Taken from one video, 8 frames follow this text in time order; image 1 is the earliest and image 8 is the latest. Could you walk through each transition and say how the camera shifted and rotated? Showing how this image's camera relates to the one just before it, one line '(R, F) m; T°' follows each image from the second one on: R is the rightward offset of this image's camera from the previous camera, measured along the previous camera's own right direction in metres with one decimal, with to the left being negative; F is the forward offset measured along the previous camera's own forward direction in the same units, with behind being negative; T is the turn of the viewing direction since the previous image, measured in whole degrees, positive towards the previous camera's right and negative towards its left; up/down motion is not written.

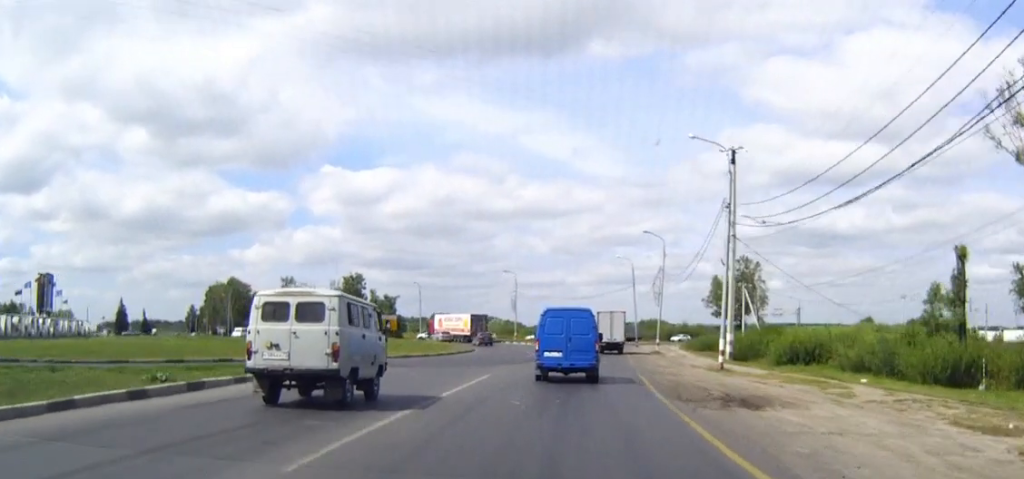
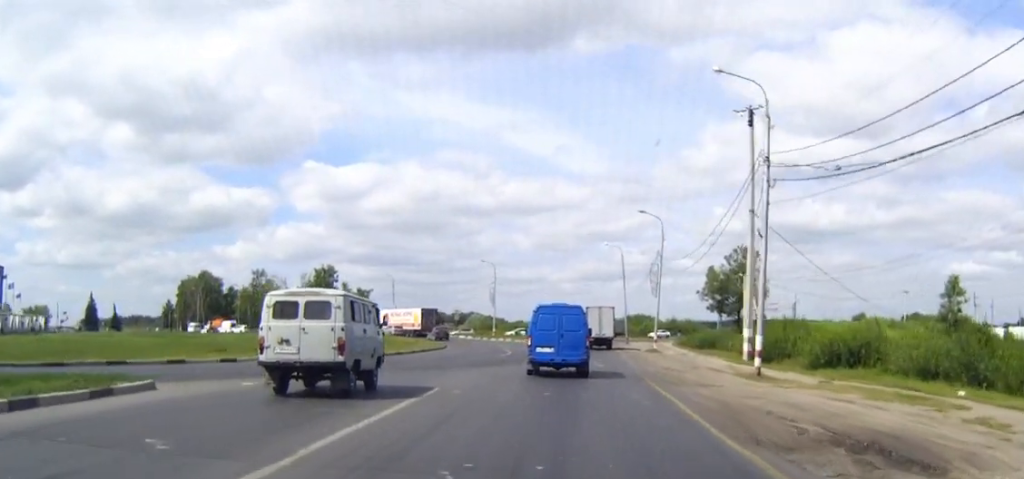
(+0.1, +9.7) m; +1°
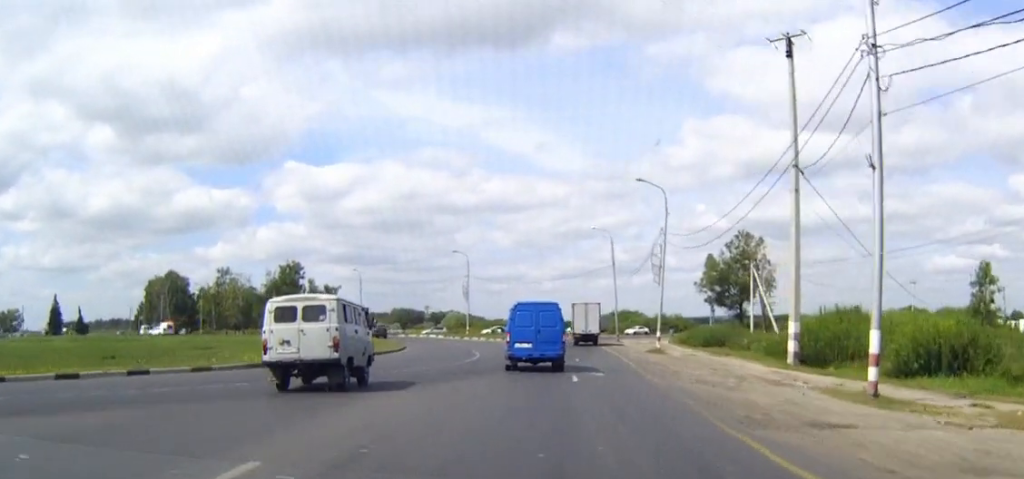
(+0.2, +12.0) m; +1°
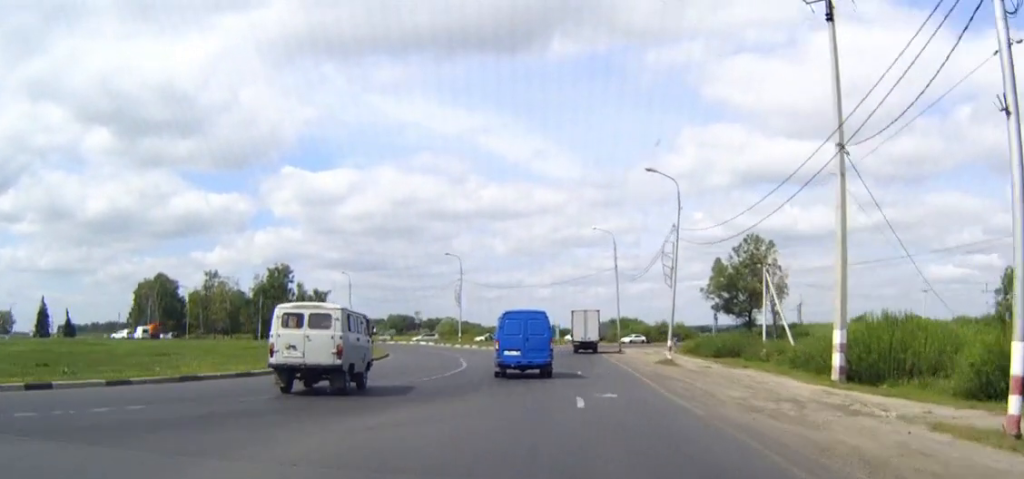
(0.0, +5.9) m; 0°
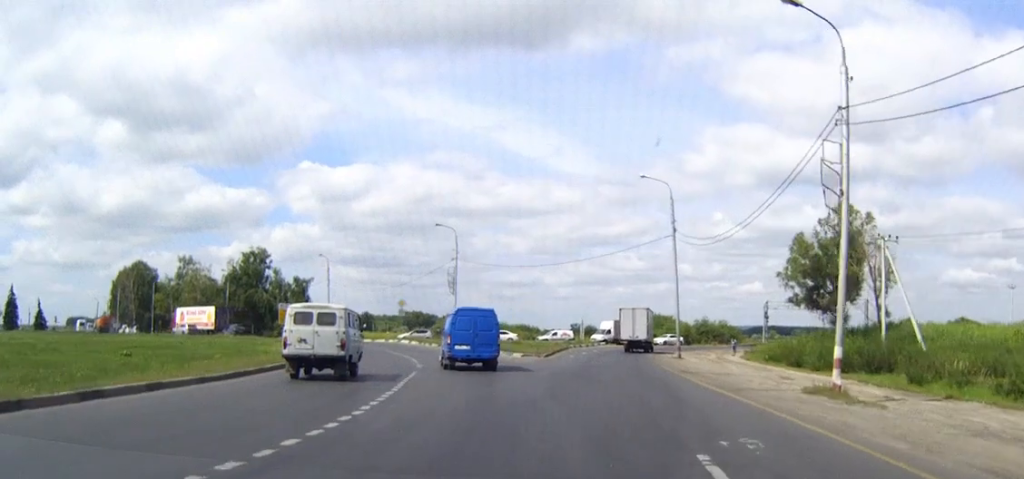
(0.0, +24.4) m; -1°
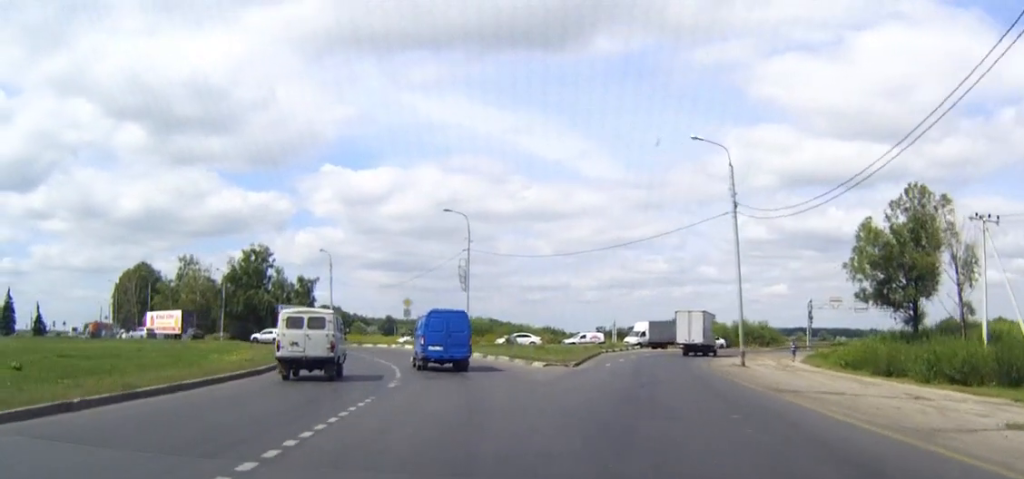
(-0.1, +10.5) m; -2°
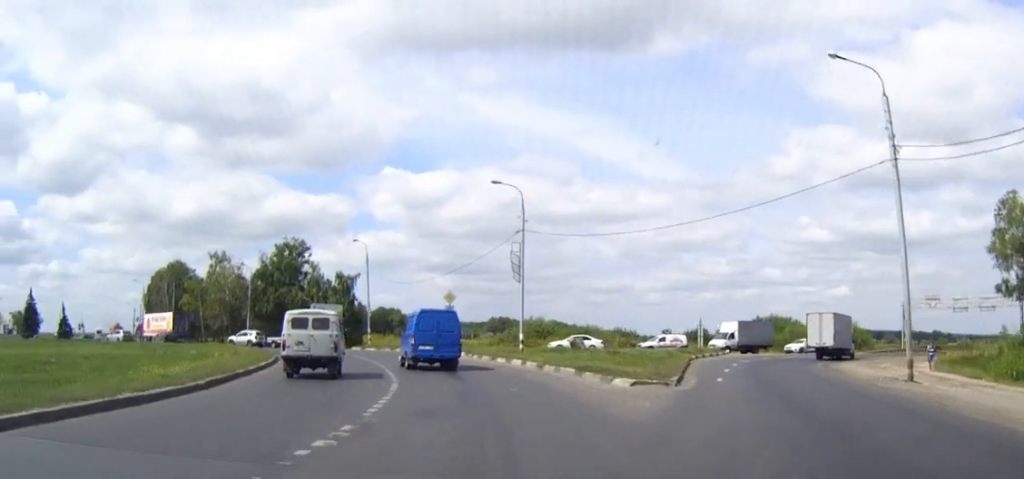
(-0.3, +12.7) m; -4°
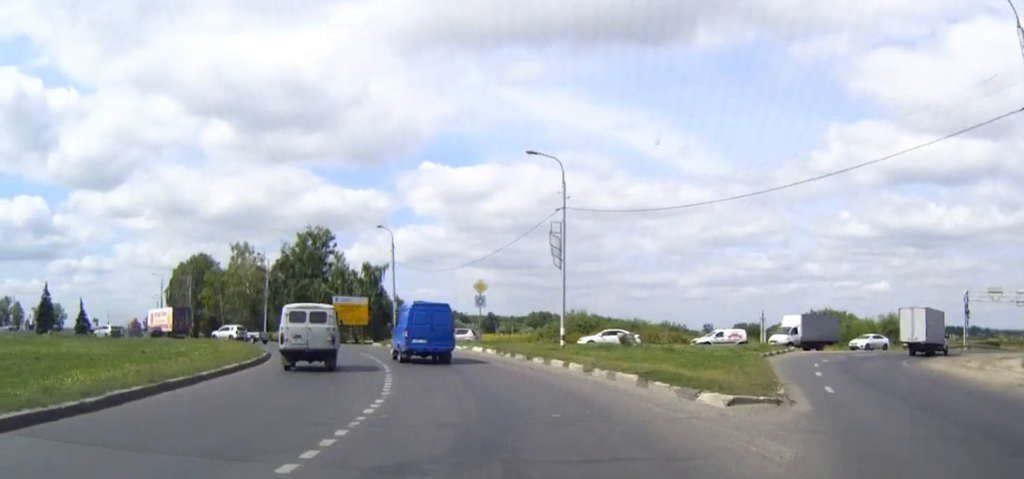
(-0.1, +7.3) m; -3°
